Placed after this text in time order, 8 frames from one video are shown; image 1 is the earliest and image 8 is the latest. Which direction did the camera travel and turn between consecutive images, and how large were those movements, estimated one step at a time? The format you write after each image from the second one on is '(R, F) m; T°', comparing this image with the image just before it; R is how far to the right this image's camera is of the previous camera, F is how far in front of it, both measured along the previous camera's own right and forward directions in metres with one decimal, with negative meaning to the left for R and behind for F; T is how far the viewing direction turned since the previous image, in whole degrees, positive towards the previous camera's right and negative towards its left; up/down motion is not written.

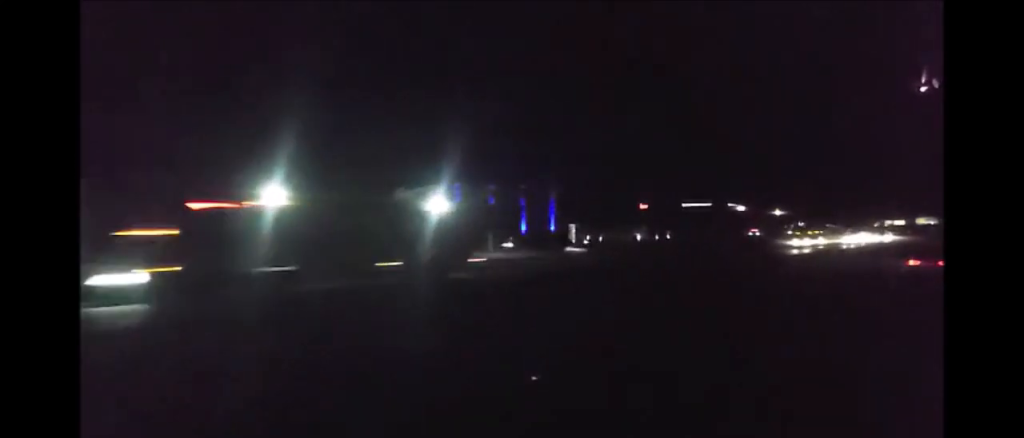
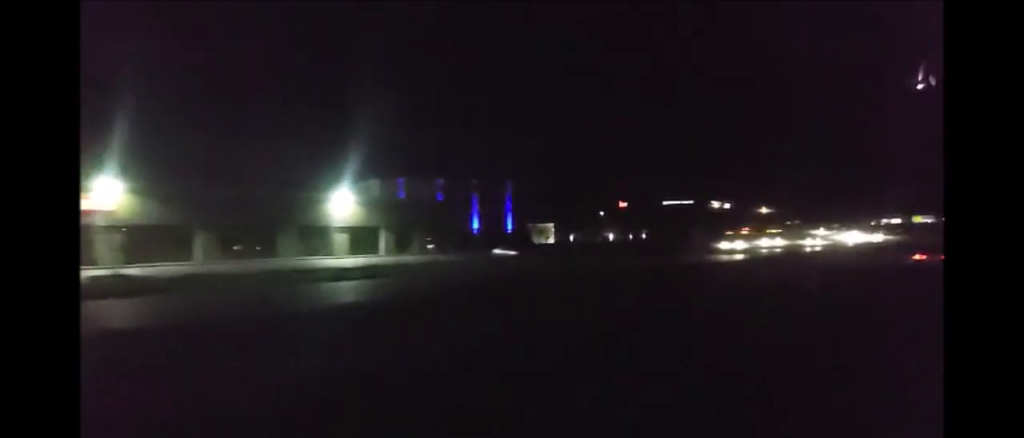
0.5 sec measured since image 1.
(-0.1, +16.8) m; 0°
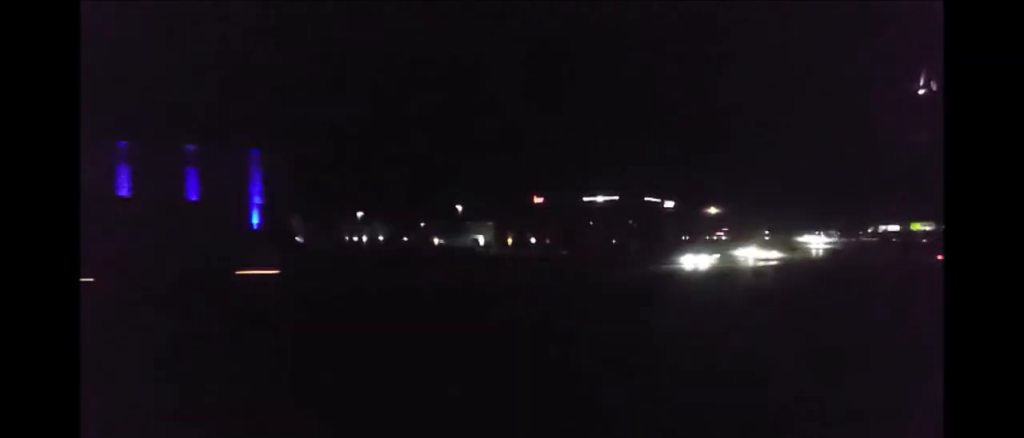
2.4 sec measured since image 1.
(-0.1, +59.7) m; -1°
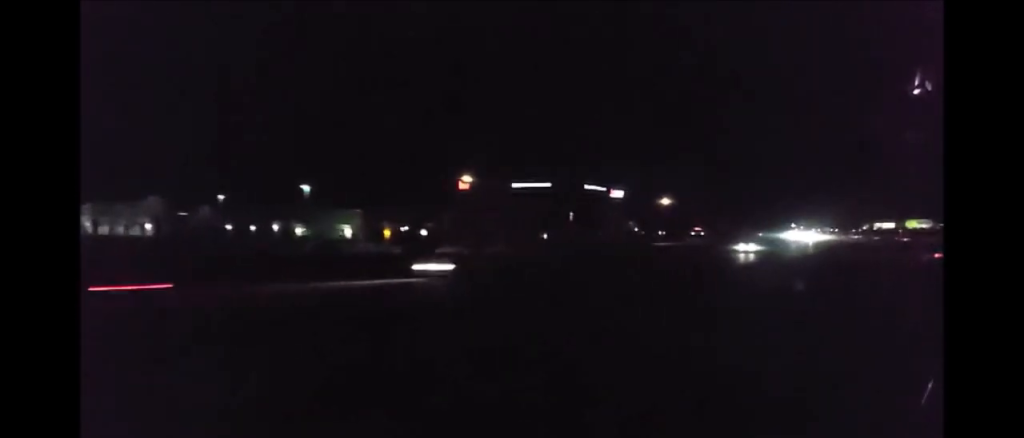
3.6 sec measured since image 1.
(+0.3, +35.6) m; 0°
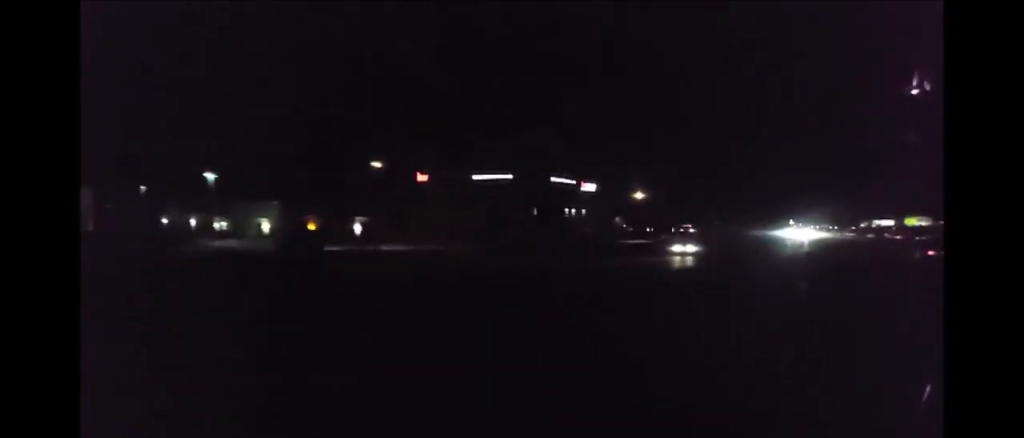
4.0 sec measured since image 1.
(-0.1, +13.6) m; -1°
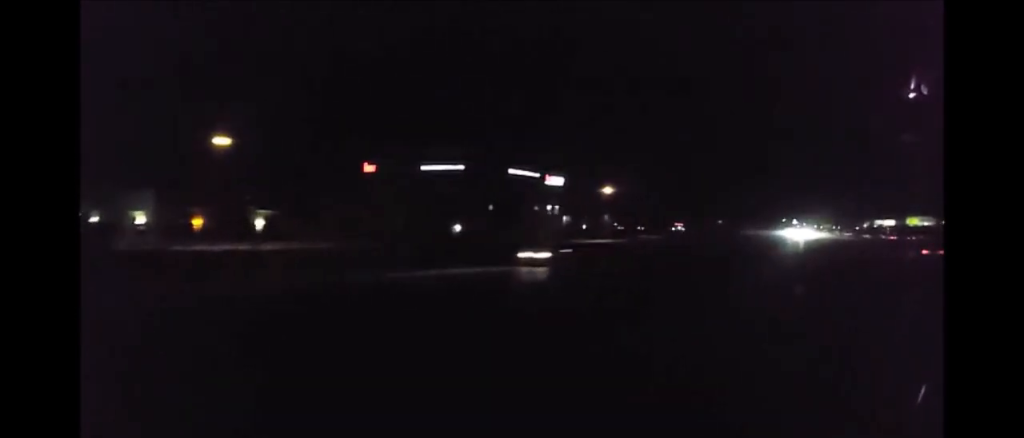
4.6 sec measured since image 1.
(-0.1, +18.8) m; -1°
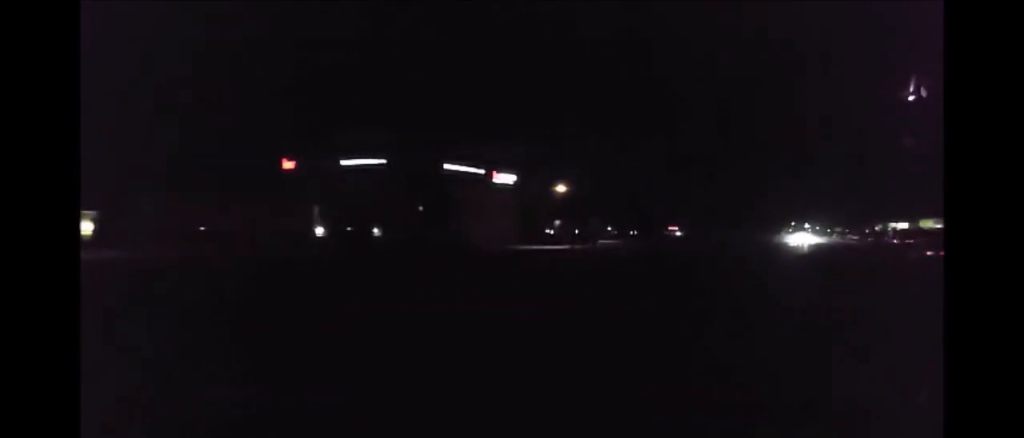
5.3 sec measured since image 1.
(-0.2, +22.9) m; -1°
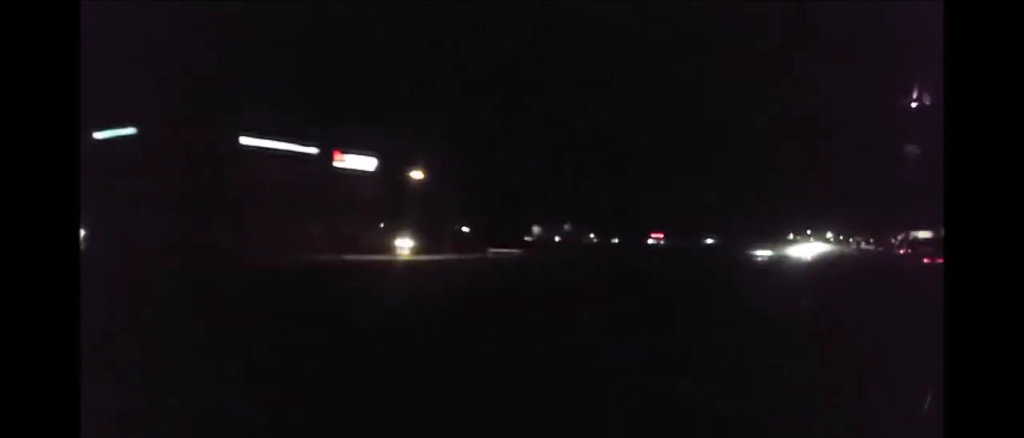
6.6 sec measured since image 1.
(-1.0, +40.6) m; -2°
